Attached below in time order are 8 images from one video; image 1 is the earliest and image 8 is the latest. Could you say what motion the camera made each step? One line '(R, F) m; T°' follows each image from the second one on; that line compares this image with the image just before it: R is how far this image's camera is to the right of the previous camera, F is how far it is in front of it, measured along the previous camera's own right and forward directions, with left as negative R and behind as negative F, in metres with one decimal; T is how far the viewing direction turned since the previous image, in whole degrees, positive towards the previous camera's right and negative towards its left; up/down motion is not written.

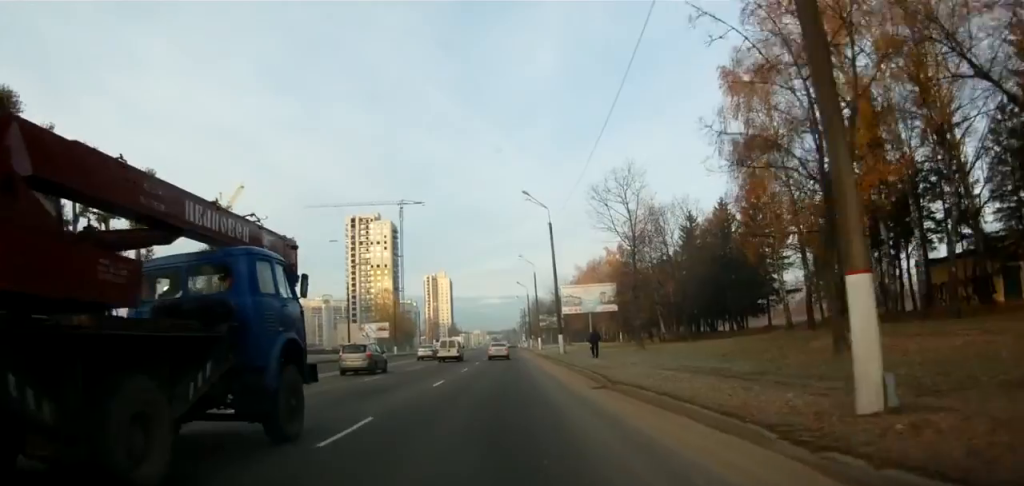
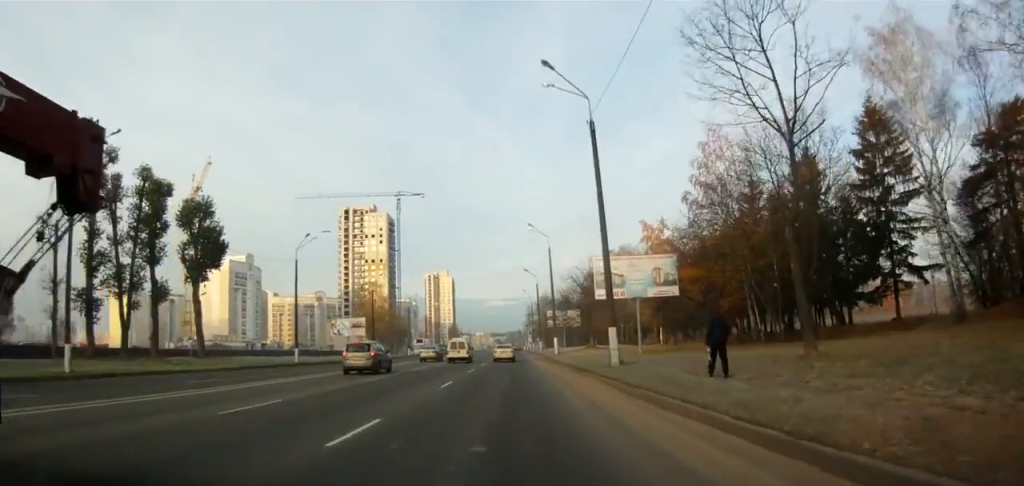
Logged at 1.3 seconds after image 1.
(+0.2, +24.2) m; -1°
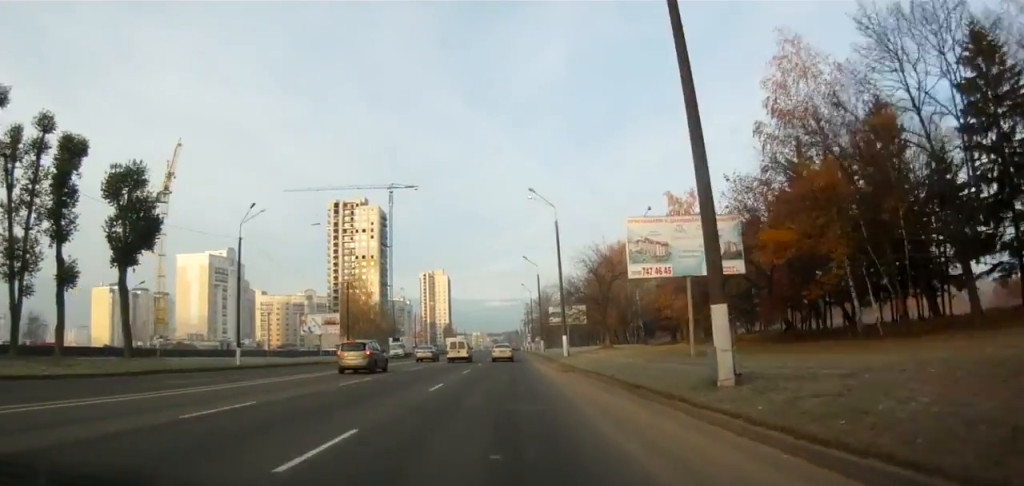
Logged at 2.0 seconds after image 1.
(-0.3, +13.6) m; 0°
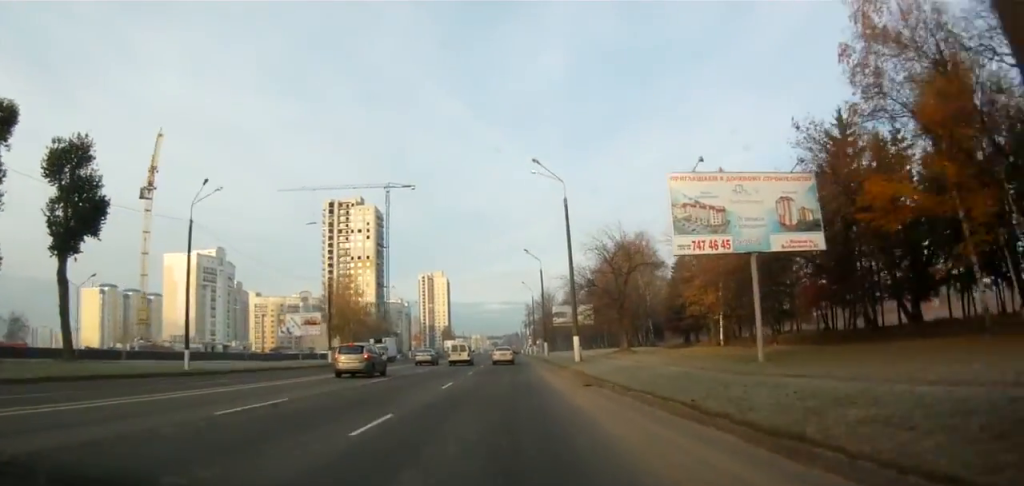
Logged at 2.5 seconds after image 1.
(-0.1, +9.1) m; 0°
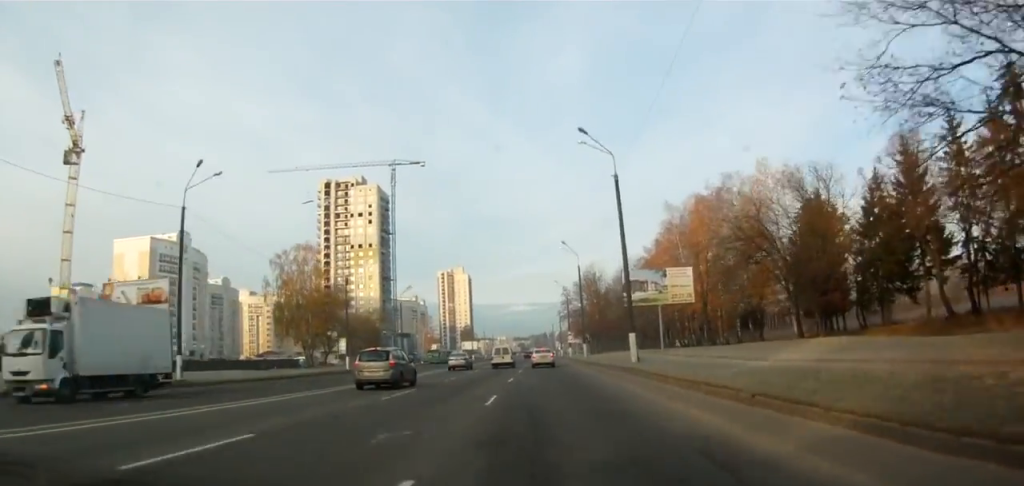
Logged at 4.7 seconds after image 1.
(-0.3, +42.5) m; -2°
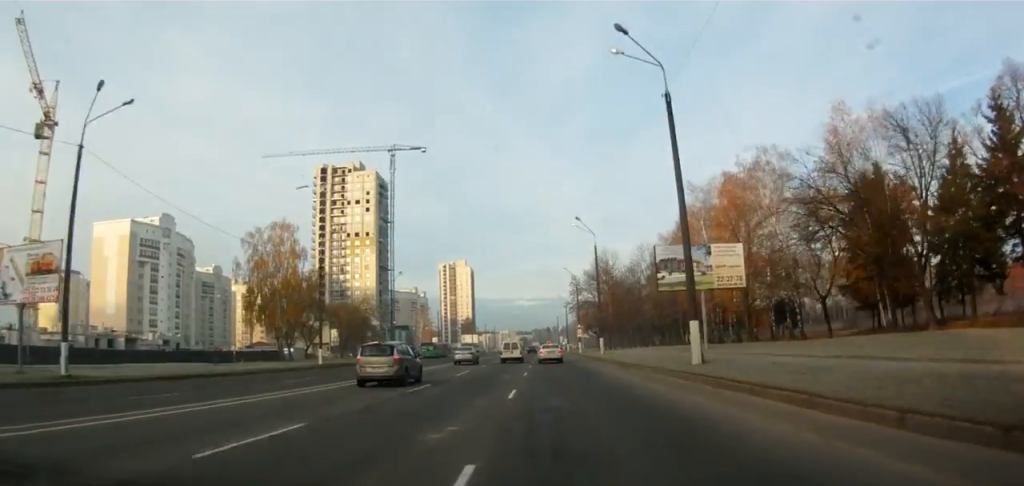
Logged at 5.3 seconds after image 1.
(0.0, +11.4) m; 0°
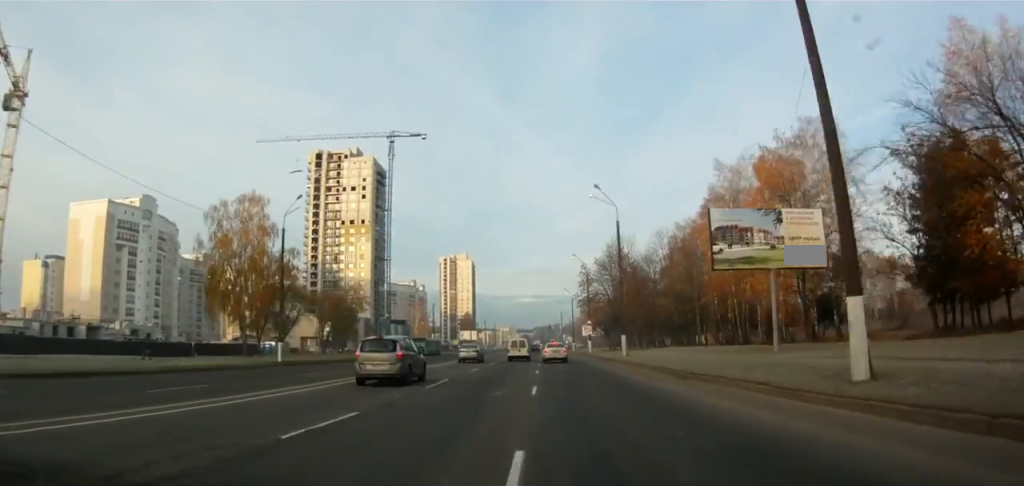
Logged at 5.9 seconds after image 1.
(0.0, +11.3) m; -1°
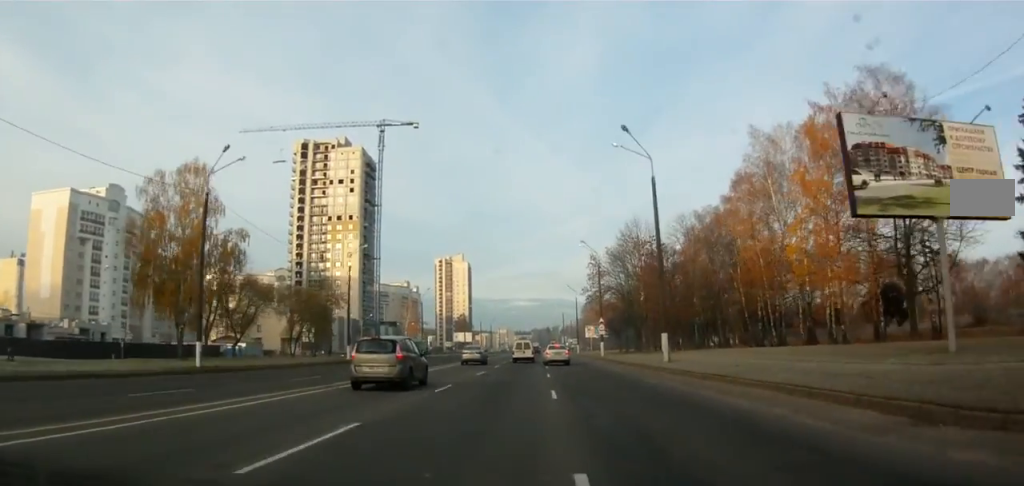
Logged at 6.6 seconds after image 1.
(-0.1, +13.4) m; -1°
